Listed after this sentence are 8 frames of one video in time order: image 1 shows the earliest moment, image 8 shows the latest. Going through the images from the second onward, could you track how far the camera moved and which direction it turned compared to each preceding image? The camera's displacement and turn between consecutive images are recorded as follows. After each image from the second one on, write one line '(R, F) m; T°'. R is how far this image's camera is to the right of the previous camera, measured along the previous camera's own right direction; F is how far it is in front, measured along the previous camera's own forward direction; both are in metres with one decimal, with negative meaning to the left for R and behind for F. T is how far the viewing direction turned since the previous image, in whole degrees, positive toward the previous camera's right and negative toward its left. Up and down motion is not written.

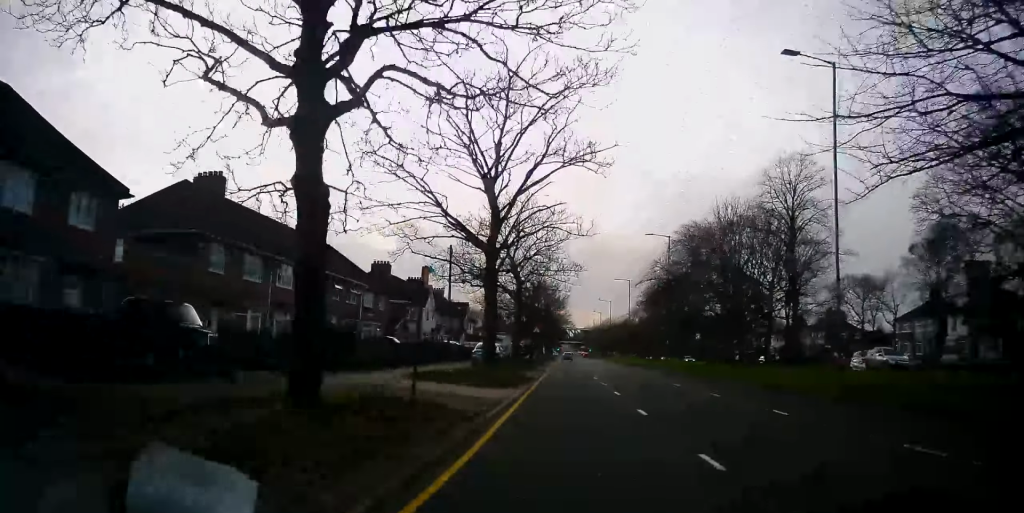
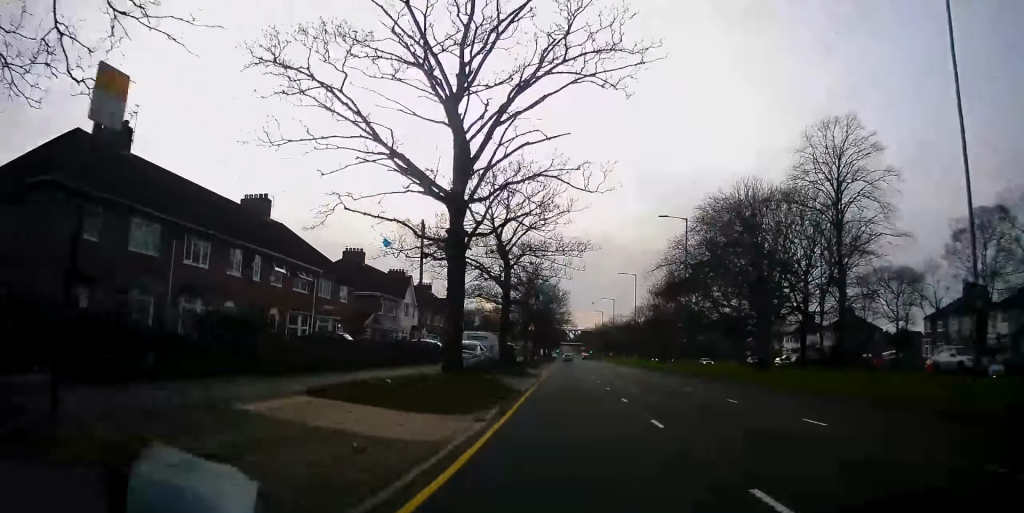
(+0.1, +8.0) m; -1°
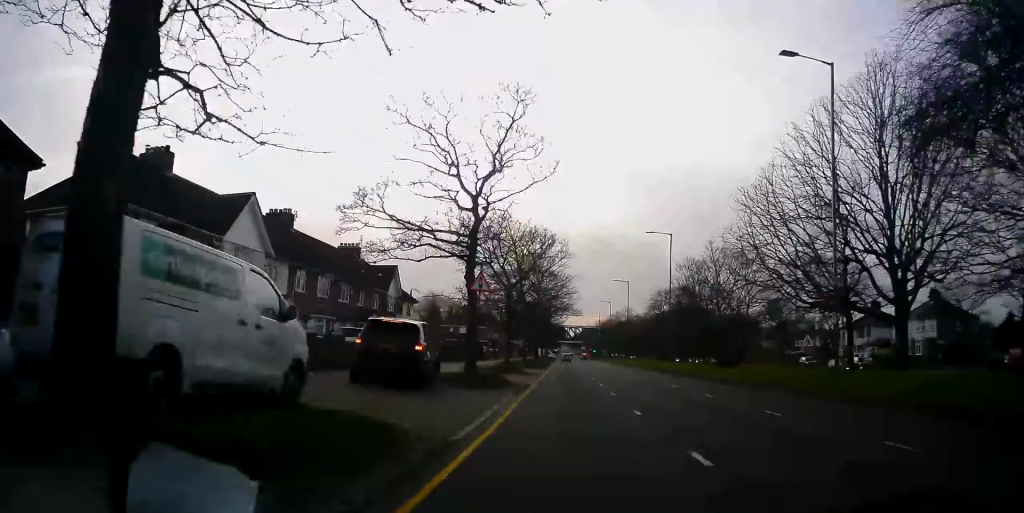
(-0.2, +27.3) m; +1°
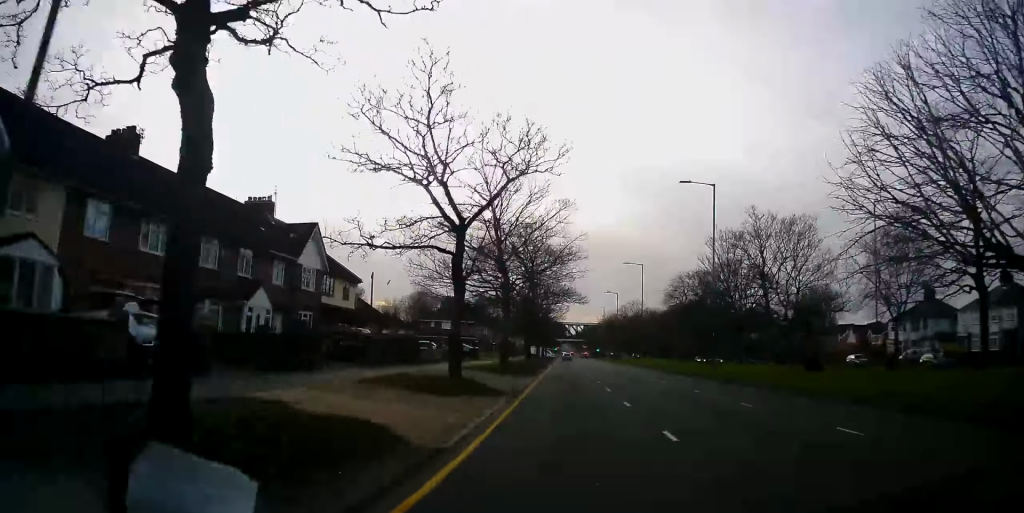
(+0.4, +15.8) m; 0°
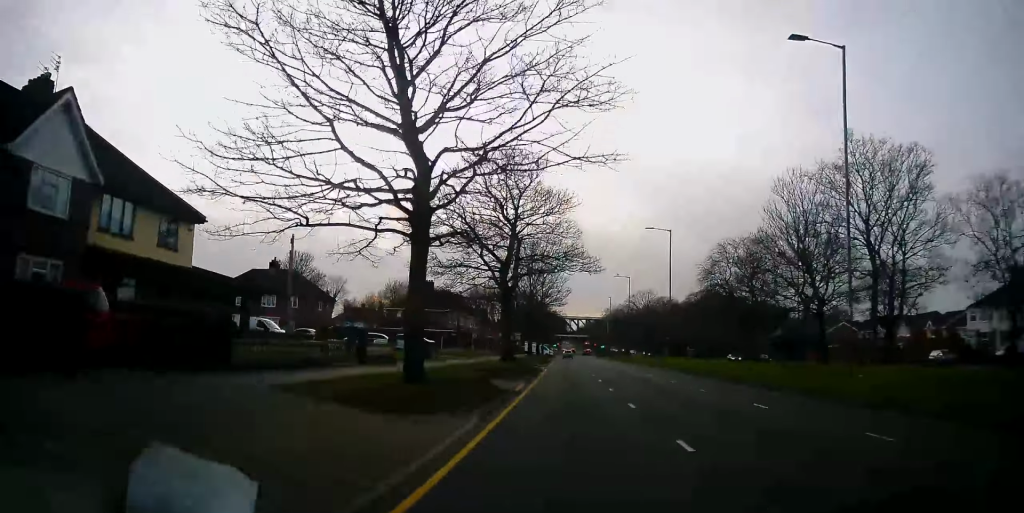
(-0.5, +19.0) m; -1°
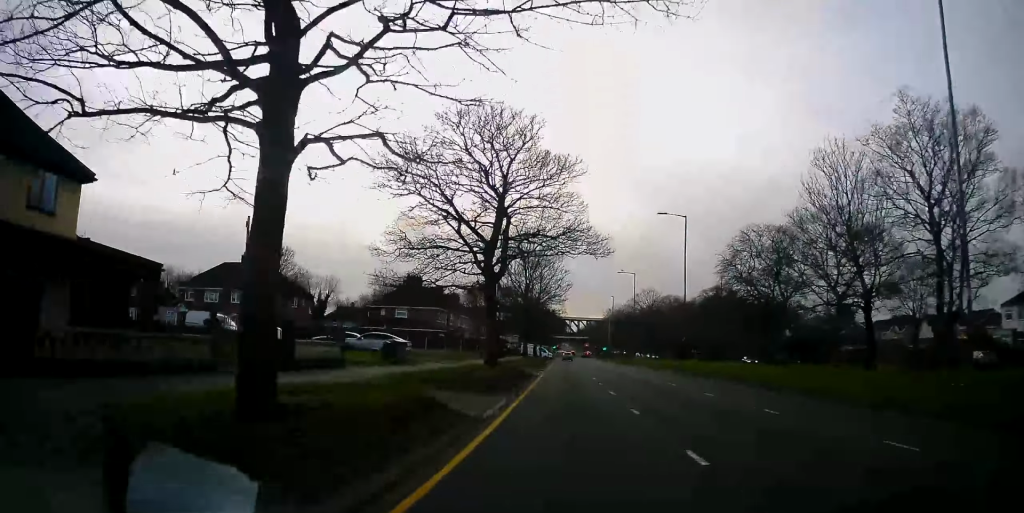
(-0.1, +6.7) m; 0°
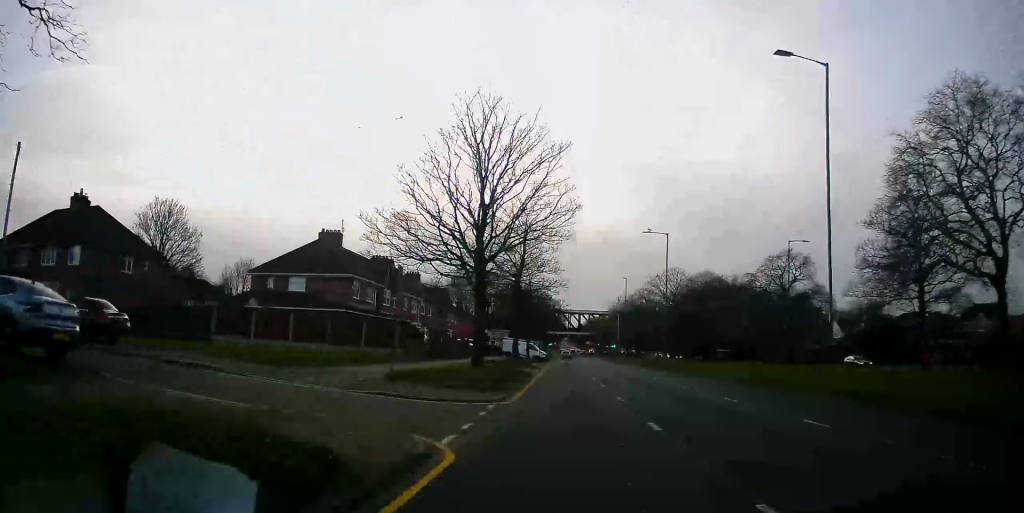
(+0.2, +26.9) m; 0°
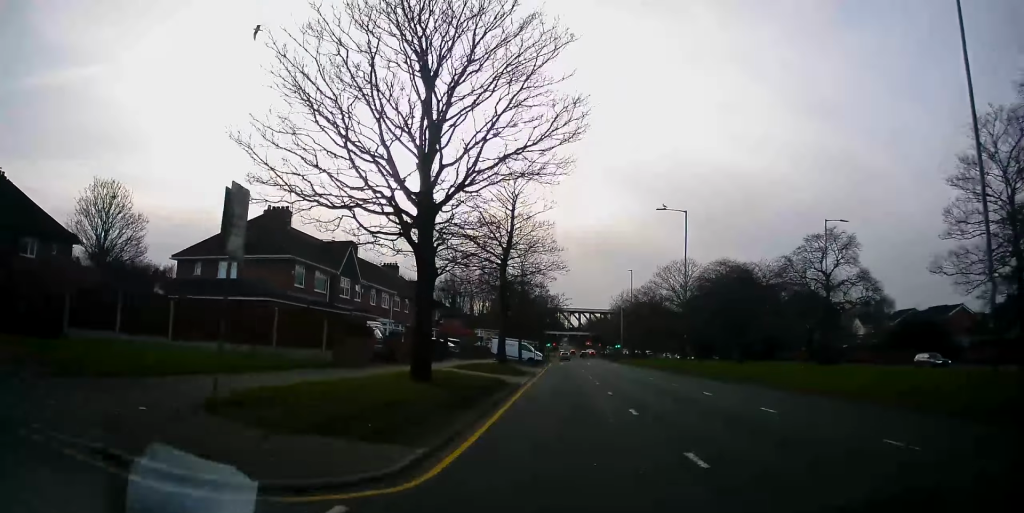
(+0.1, +9.3) m; 0°
